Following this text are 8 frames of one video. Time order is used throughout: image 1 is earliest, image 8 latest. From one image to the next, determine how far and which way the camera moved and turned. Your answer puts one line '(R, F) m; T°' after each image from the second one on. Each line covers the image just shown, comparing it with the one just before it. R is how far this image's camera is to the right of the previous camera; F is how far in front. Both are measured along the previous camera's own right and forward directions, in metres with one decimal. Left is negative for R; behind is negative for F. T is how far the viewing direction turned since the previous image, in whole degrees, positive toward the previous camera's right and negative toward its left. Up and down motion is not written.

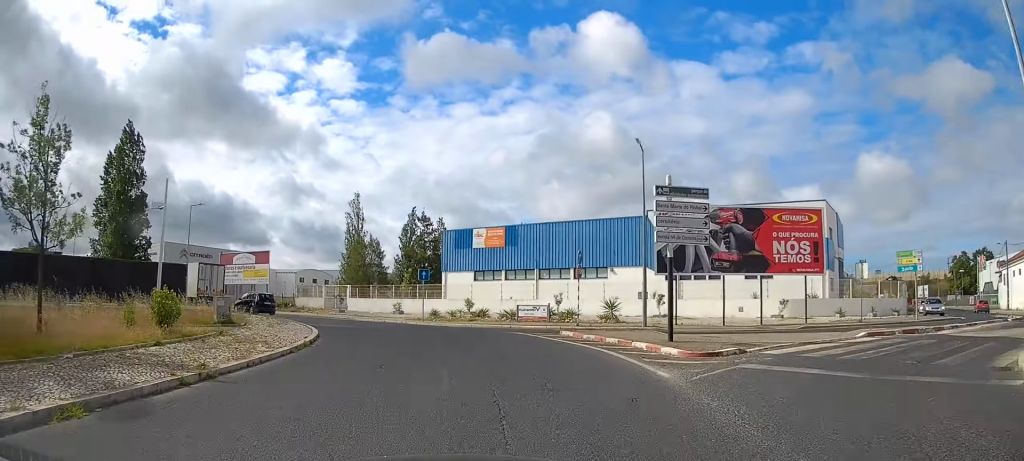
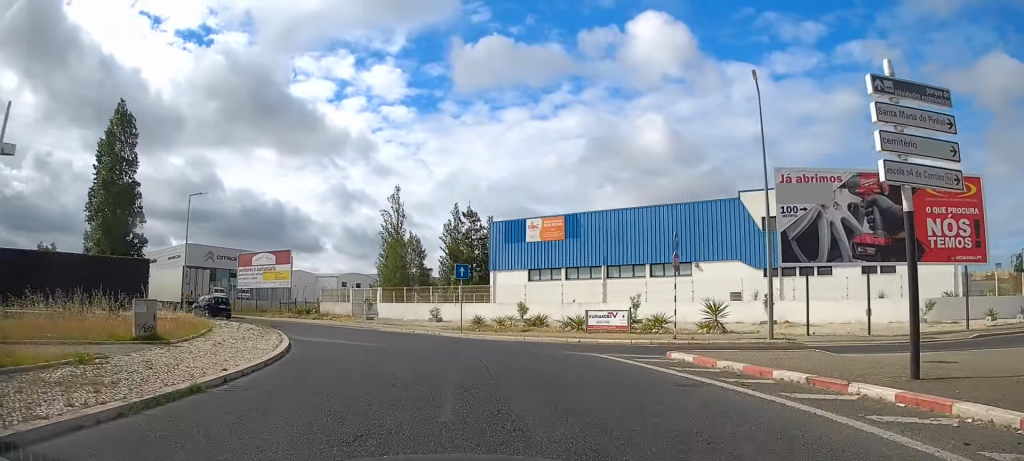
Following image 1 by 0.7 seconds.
(-0.2, +9.0) m; -4°
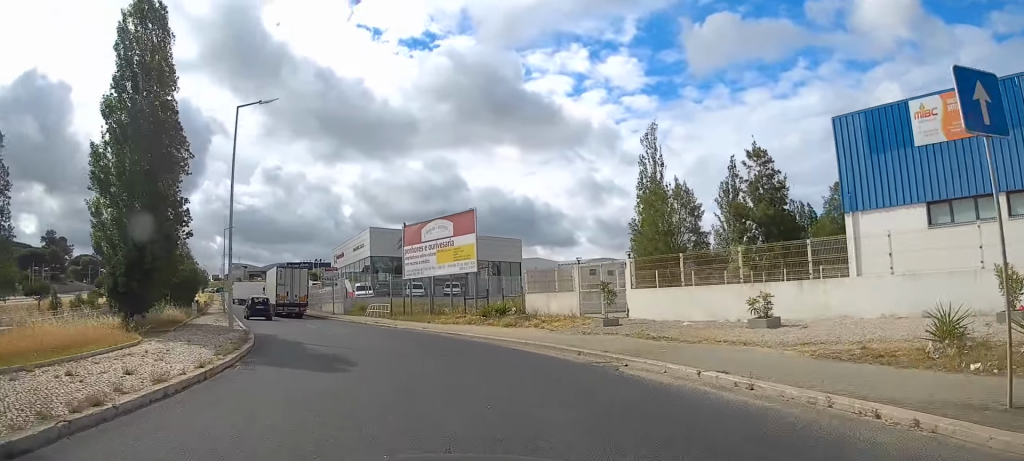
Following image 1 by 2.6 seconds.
(-3.4, +24.9) m; -19°
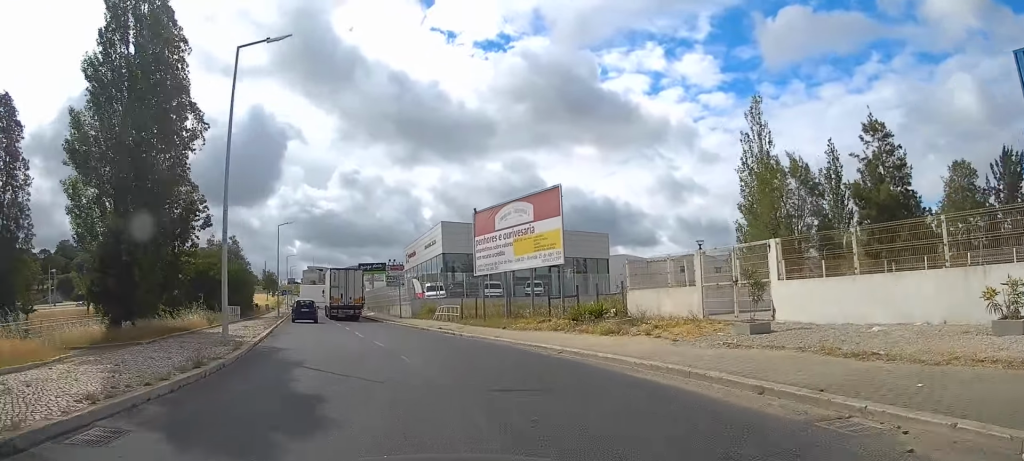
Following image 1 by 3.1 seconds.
(-0.5, +6.9) m; -6°
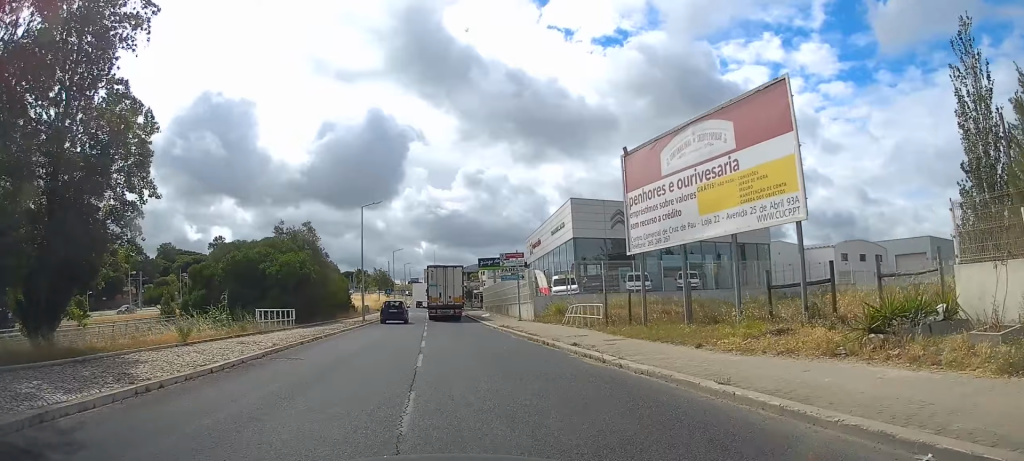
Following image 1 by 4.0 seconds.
(-1.2, +12.7) m; -10°
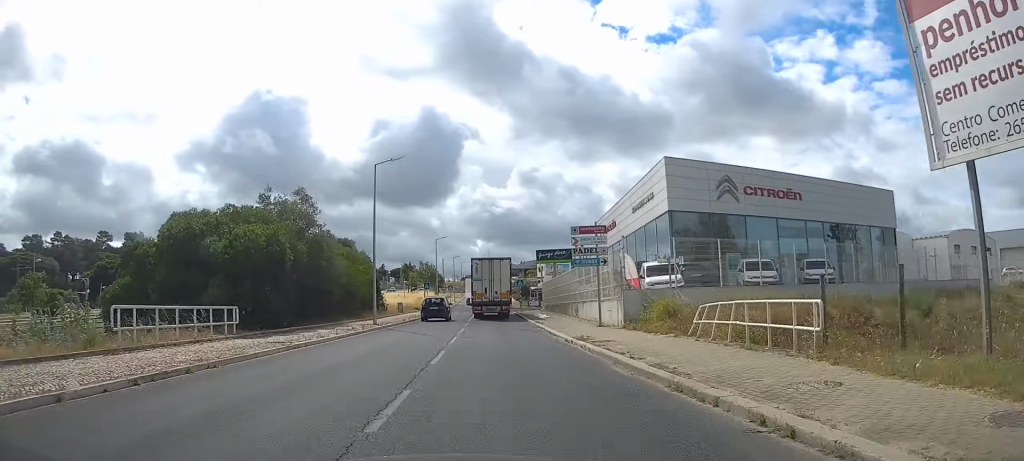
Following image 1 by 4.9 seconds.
(-1.1, +12.6) m; -7°
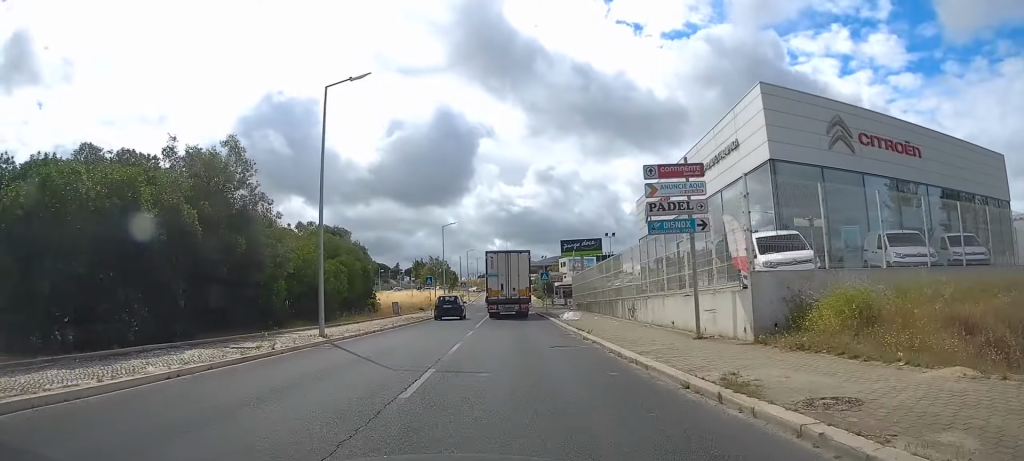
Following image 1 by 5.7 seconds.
(-0.4, +10.6) m; -3°
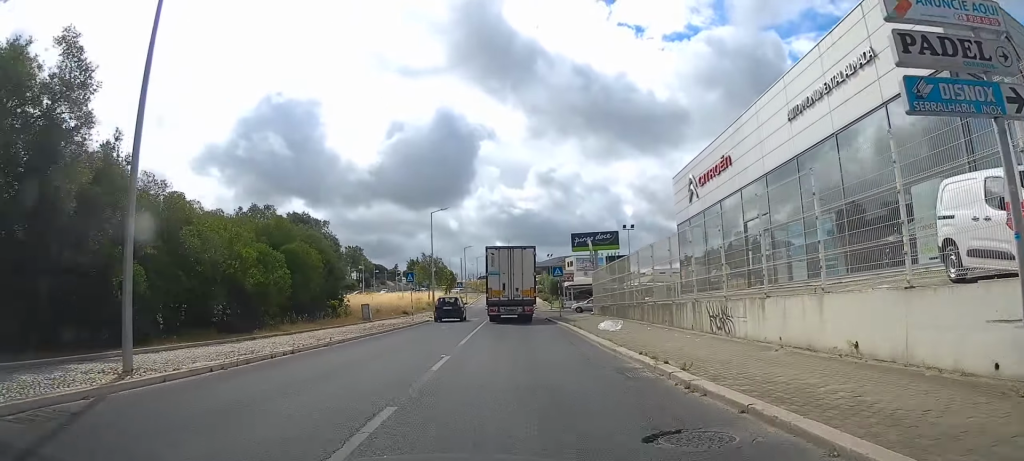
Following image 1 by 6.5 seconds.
(-0.1, +9.0) m; -1°
